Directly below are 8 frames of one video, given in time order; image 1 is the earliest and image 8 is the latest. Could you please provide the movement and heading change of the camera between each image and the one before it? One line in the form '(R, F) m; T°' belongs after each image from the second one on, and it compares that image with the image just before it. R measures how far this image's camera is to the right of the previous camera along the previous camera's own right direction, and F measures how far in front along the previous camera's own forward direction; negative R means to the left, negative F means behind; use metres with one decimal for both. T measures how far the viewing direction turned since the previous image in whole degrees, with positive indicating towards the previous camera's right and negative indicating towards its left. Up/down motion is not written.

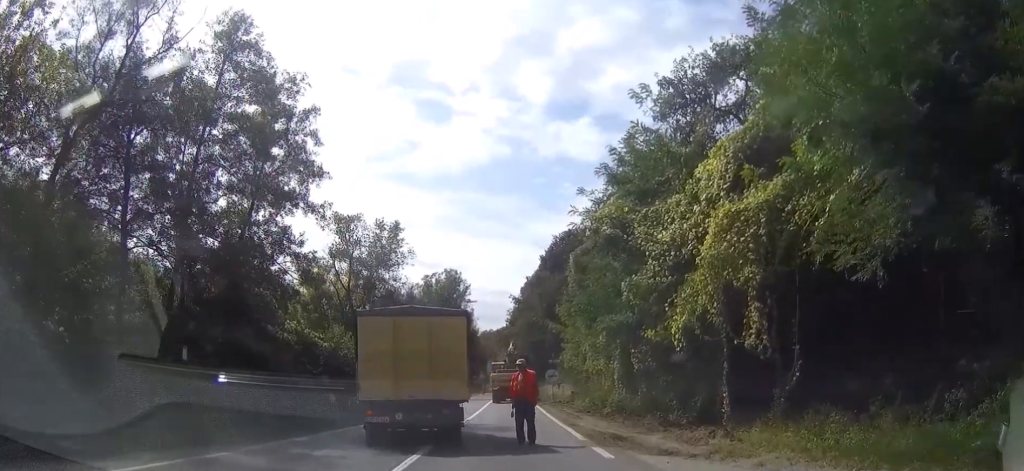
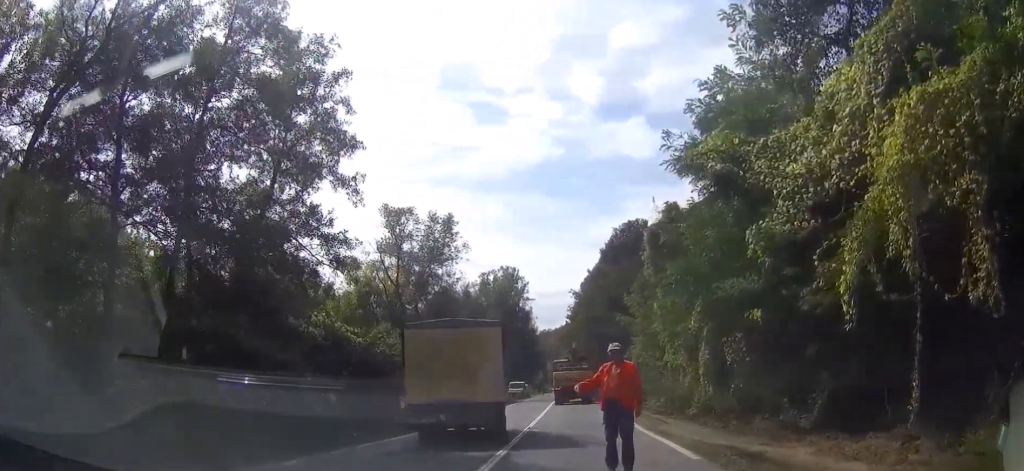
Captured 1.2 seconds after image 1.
(-0.1, +5.1) m; -1°
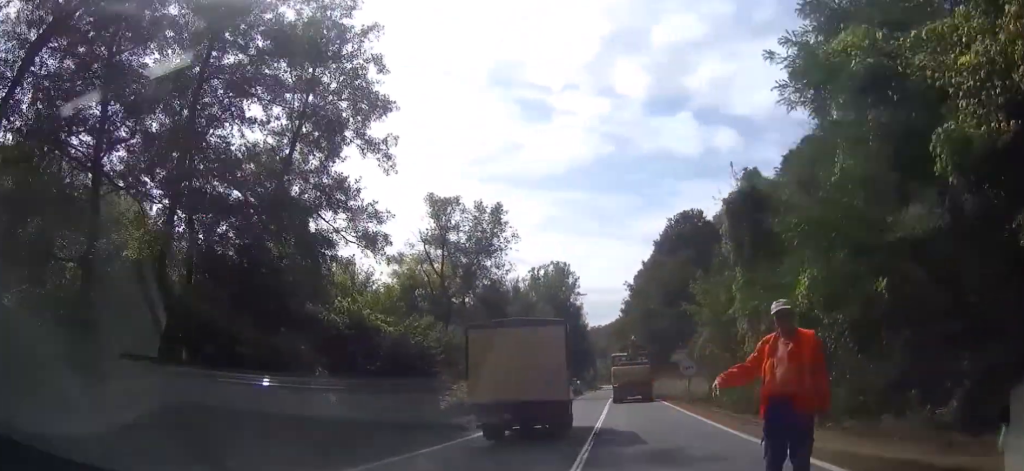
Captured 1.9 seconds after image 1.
(0.0, +4.2) m; 0°
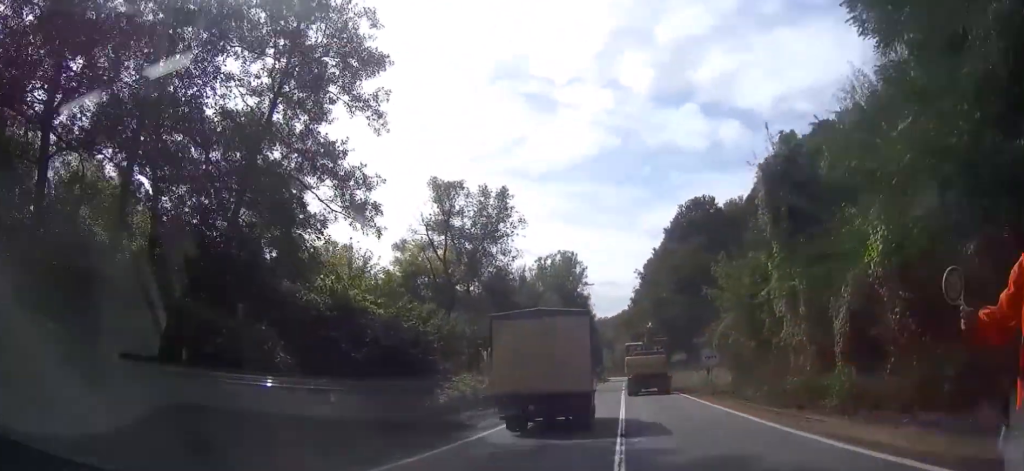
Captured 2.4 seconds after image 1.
(0.0, +3.1) m; 0°
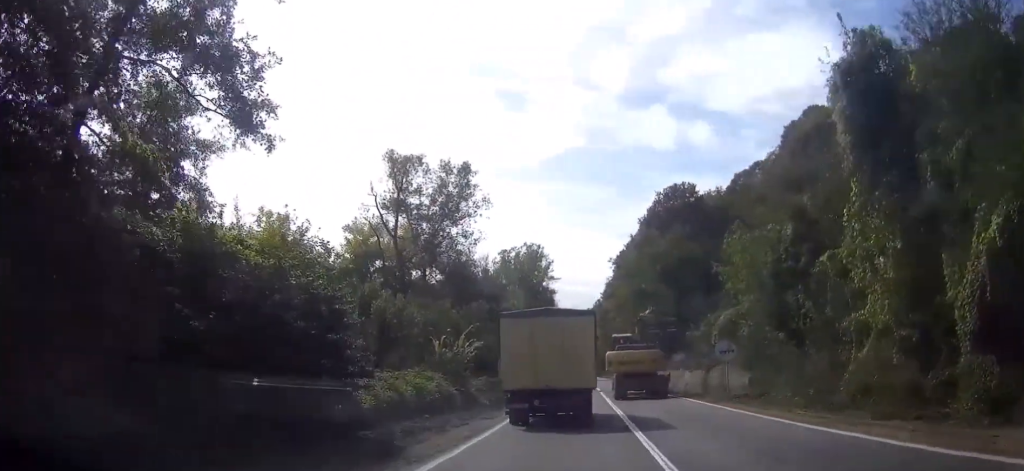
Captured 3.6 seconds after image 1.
(0.0, +8.0) m; 0°
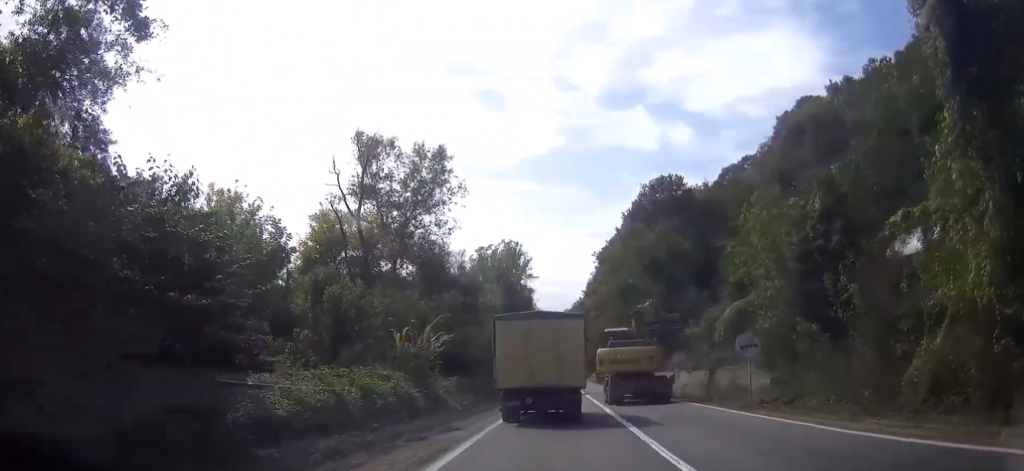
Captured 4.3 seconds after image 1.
(0.0, +5.1) m; 0°
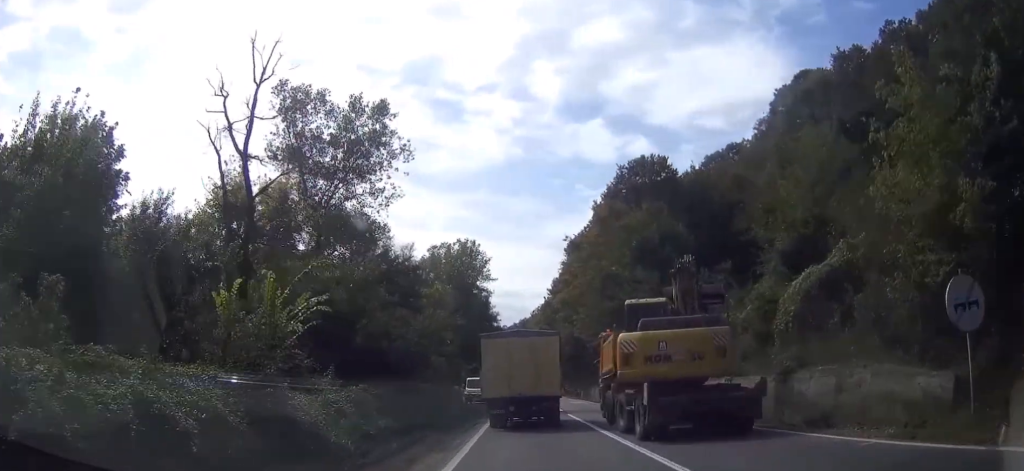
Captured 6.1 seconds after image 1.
(+0.5, +13.9) m; +5°
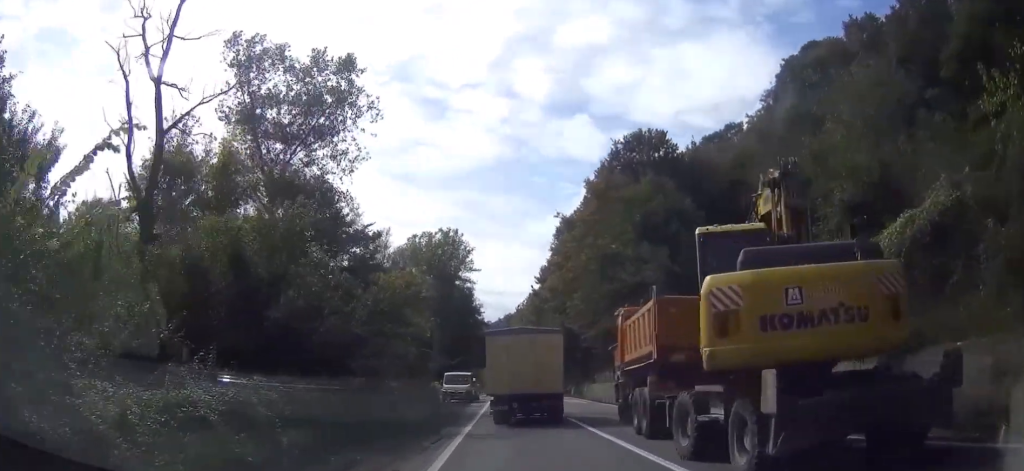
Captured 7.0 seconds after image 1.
(+0.2, +7.4) m; +1°
